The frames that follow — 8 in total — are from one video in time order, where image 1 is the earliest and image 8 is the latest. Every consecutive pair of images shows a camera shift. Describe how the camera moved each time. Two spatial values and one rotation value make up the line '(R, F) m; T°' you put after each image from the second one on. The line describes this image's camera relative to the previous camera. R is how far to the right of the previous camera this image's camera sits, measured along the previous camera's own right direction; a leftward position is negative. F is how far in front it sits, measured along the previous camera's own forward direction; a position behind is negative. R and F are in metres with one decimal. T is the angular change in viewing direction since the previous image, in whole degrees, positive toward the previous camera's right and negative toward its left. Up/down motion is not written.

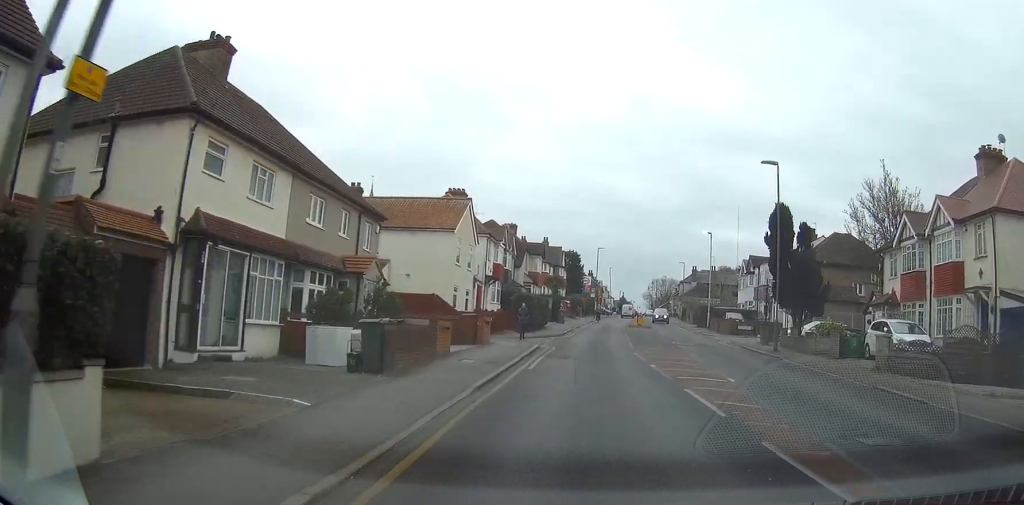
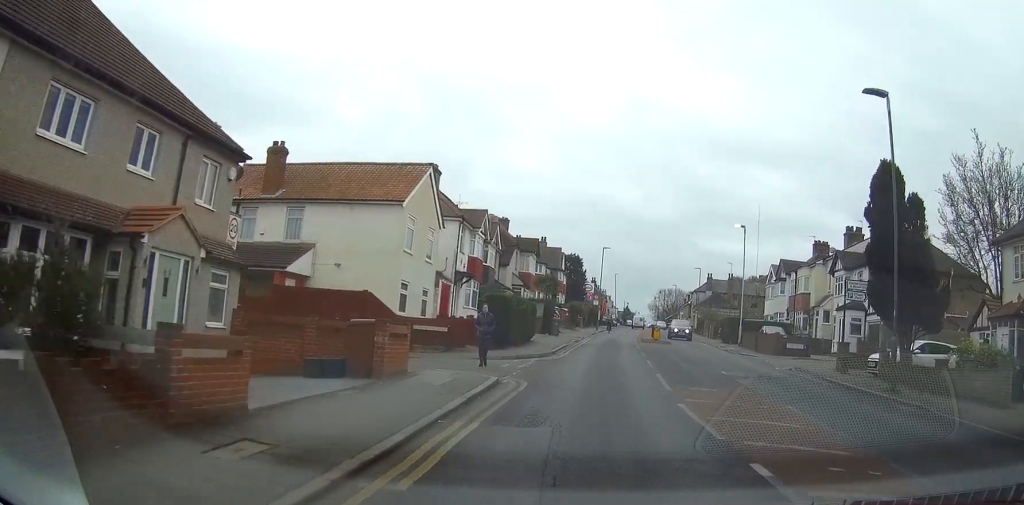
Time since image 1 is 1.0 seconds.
(0.0, +12.2) m; 0°
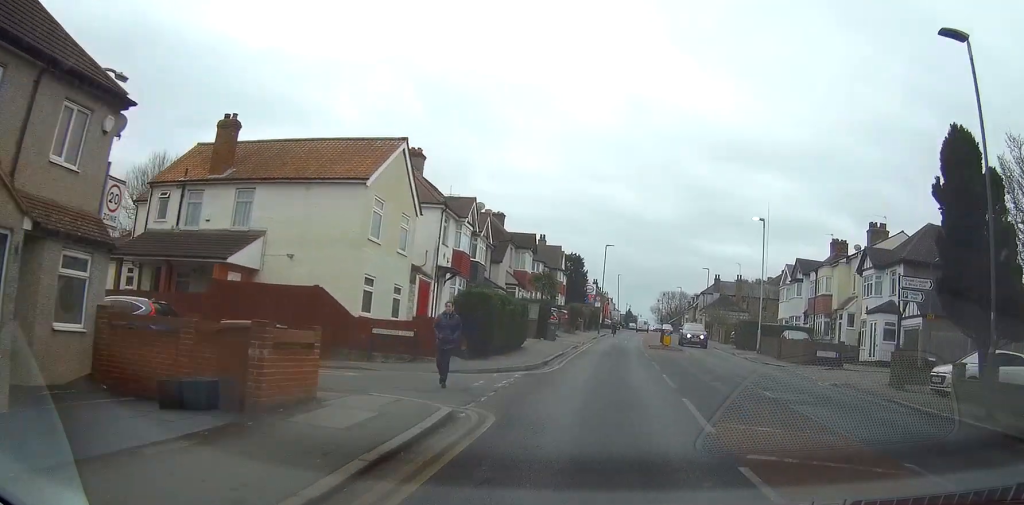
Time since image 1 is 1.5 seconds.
(0.0, +5.1) m; 0°
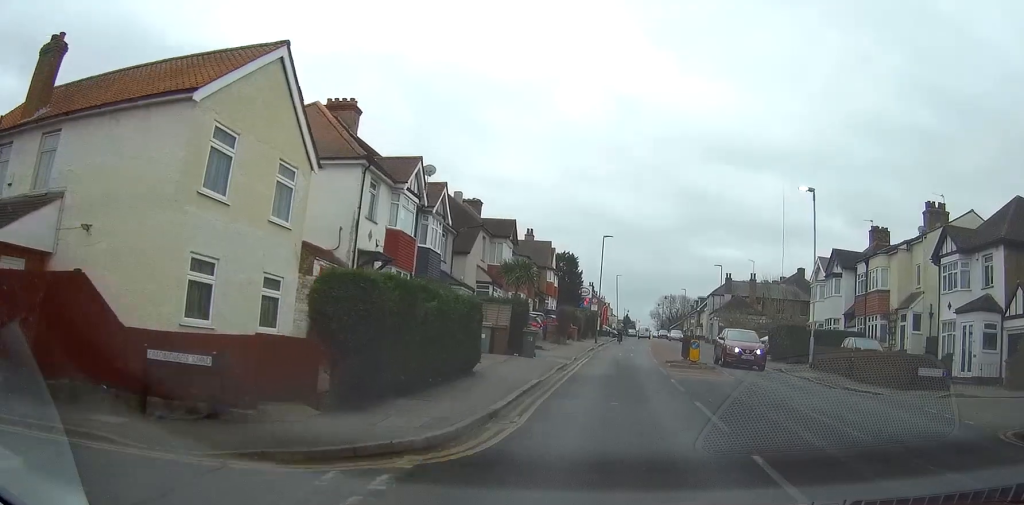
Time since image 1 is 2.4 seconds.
(+0.1, +11.2) m; +1°
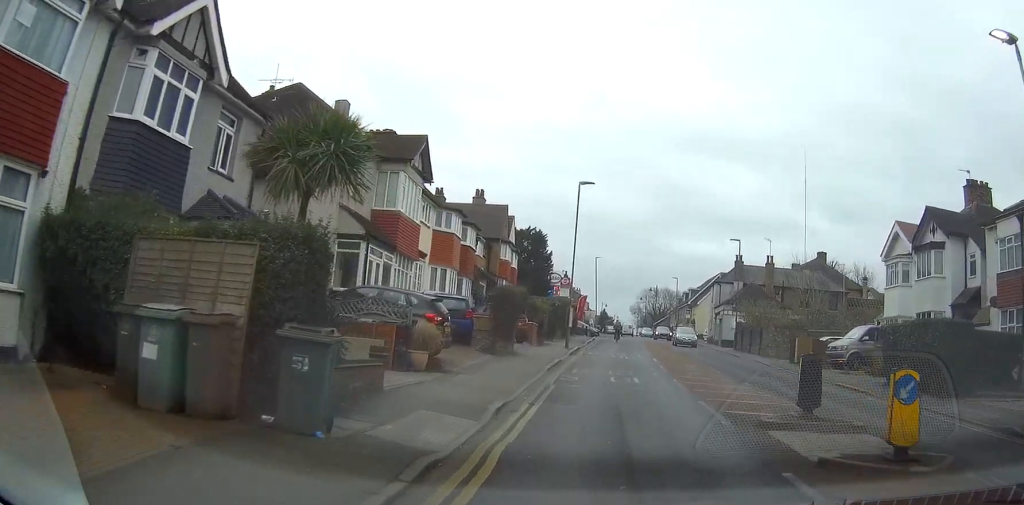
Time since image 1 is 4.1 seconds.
(+0.2, +19.3) m; +2°
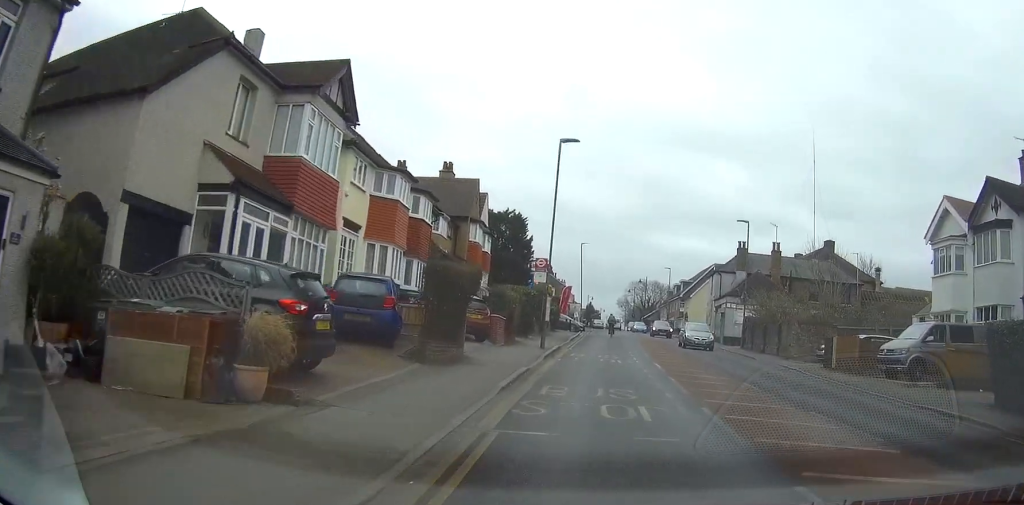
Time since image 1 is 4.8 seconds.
(+0.2, +7.6) m; +1°
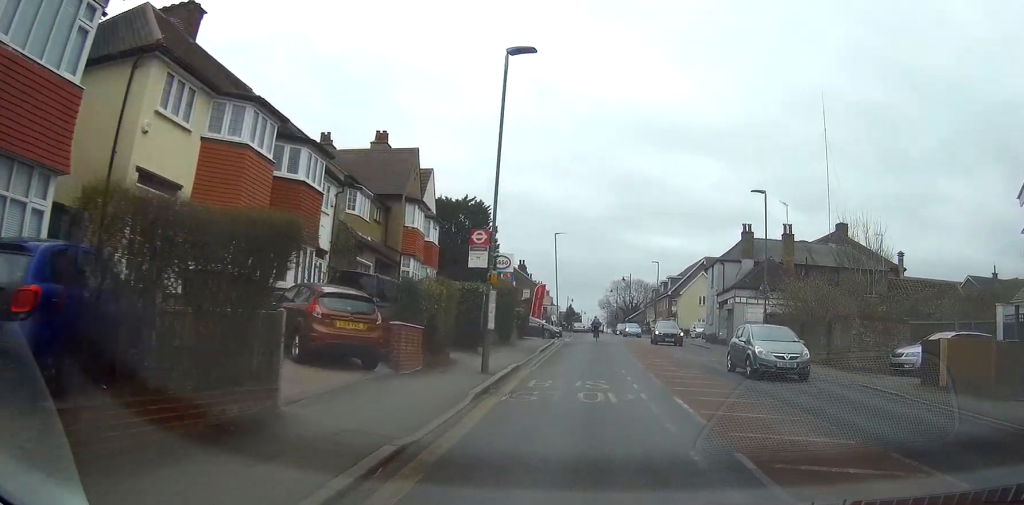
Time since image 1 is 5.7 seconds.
(+0.1, +10.5) m; +1°
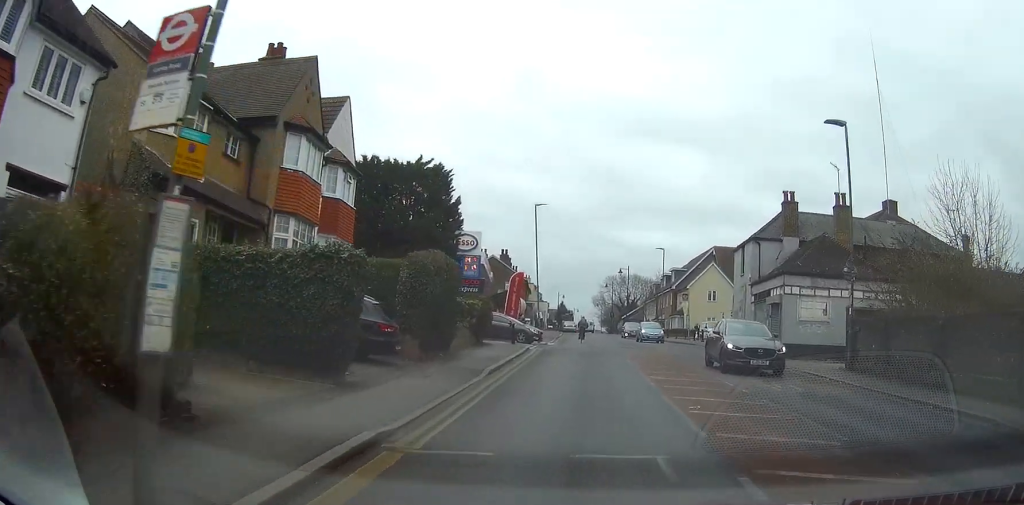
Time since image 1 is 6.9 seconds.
(+0.1, +13.1) m; 0°
